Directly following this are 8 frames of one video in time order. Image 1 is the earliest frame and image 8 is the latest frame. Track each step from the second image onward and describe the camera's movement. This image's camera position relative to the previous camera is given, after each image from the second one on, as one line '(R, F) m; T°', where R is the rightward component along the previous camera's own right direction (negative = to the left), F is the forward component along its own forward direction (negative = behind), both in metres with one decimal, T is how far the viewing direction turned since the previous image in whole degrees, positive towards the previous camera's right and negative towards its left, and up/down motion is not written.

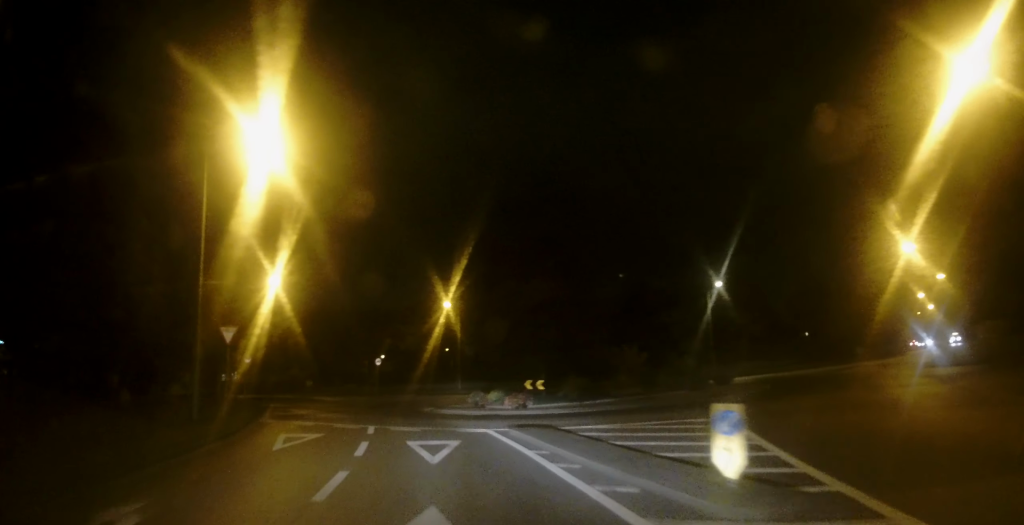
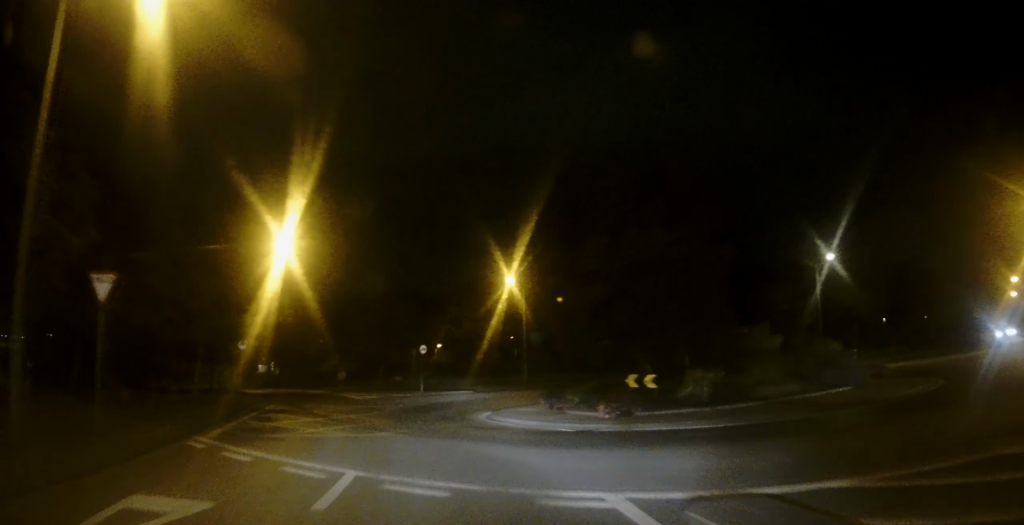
(0.0, +9.7) m; -5°
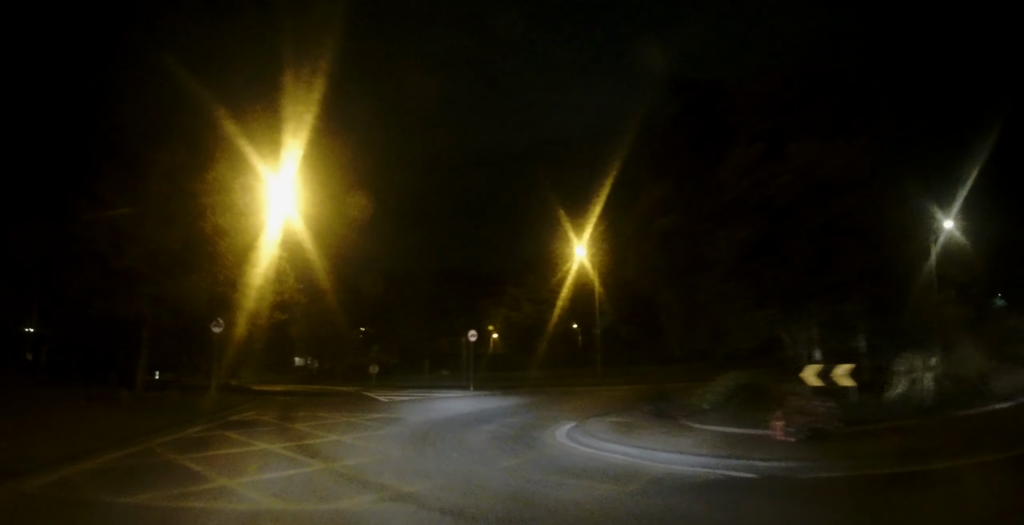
(-0.6, +8.0) m; -8°
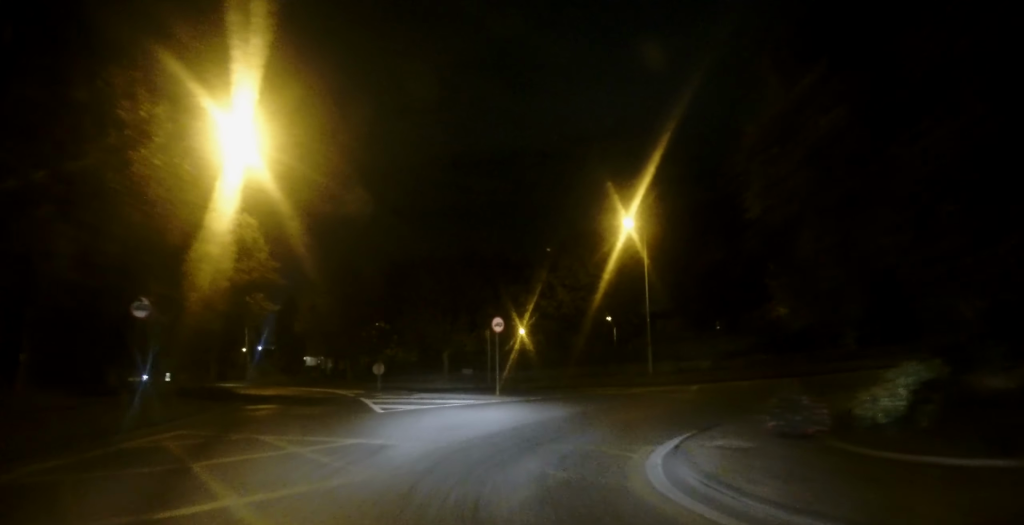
(-0.5, +6.1) m; +2°
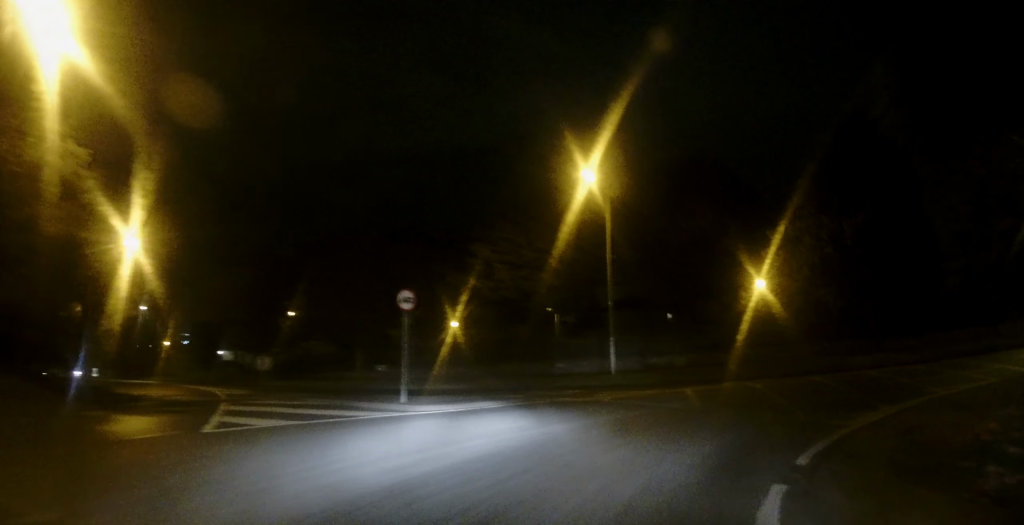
(+0.4, +7.0) m; +10°
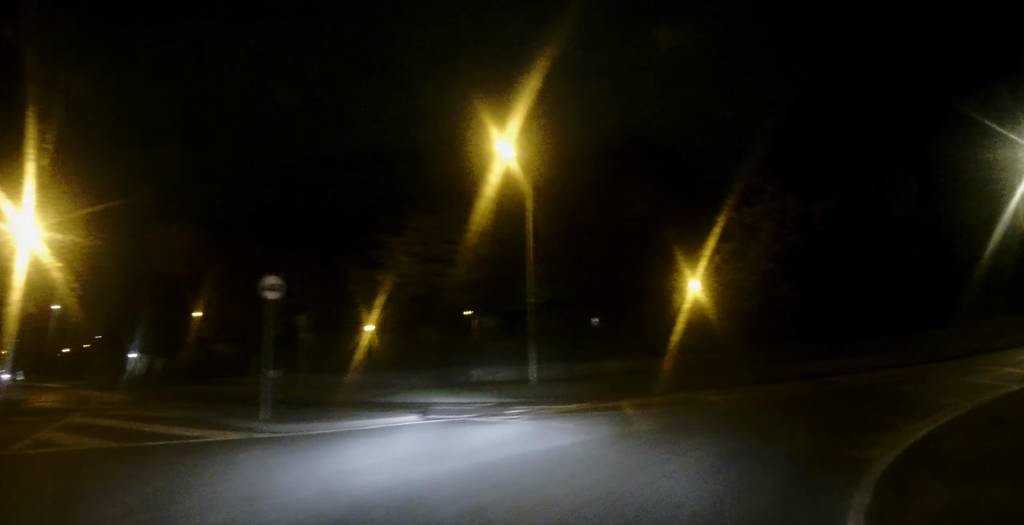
(0.0, +3.7) m; +8°
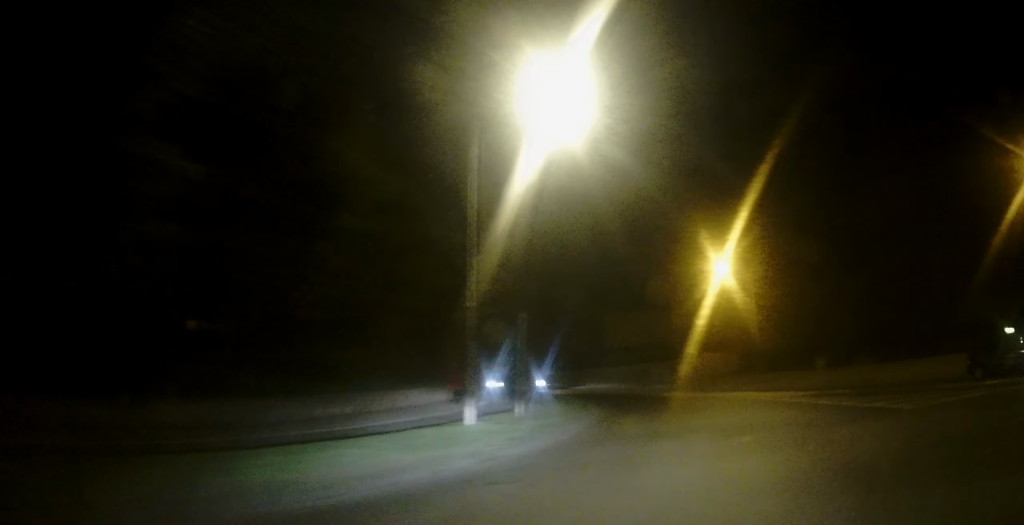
(+8.3, +13.3) m; +61°
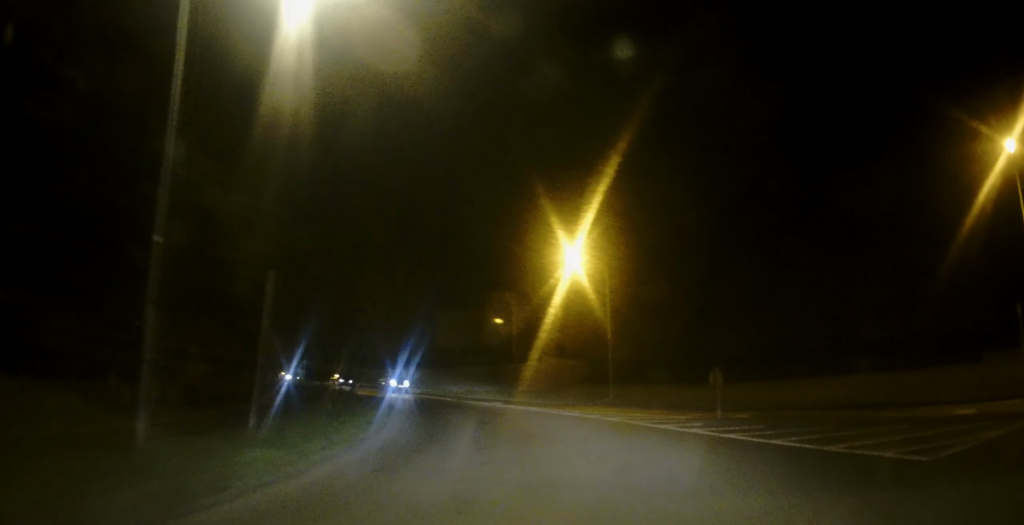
(+1.0, +6.7) m; +12°
